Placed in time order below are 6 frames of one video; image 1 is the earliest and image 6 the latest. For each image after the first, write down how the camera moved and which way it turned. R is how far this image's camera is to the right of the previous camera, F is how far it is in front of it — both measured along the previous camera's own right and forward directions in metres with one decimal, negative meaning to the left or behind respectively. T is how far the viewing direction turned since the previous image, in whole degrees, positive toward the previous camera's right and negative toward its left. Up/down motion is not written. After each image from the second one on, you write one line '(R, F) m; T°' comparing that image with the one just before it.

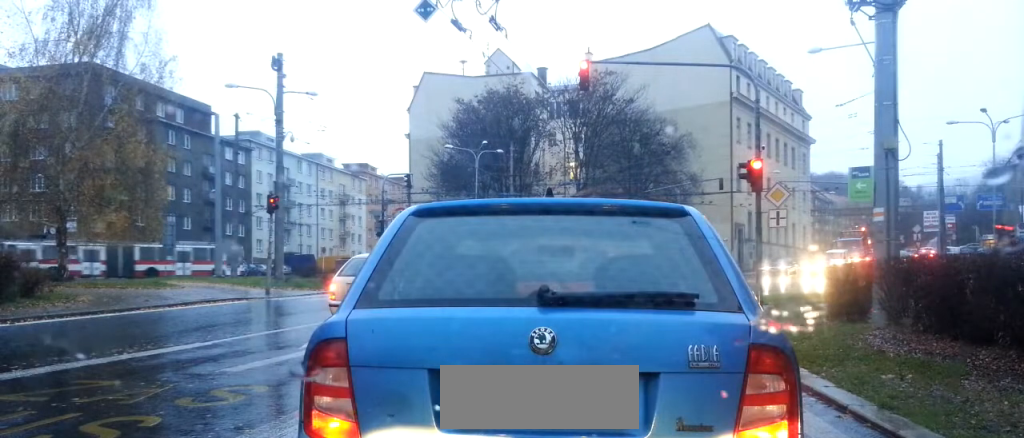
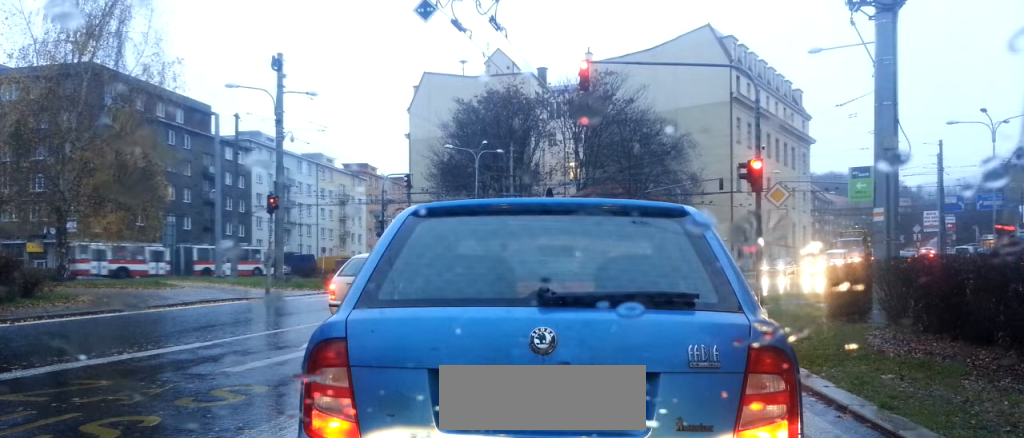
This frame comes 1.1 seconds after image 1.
(0.0, 0.0) m; 0°
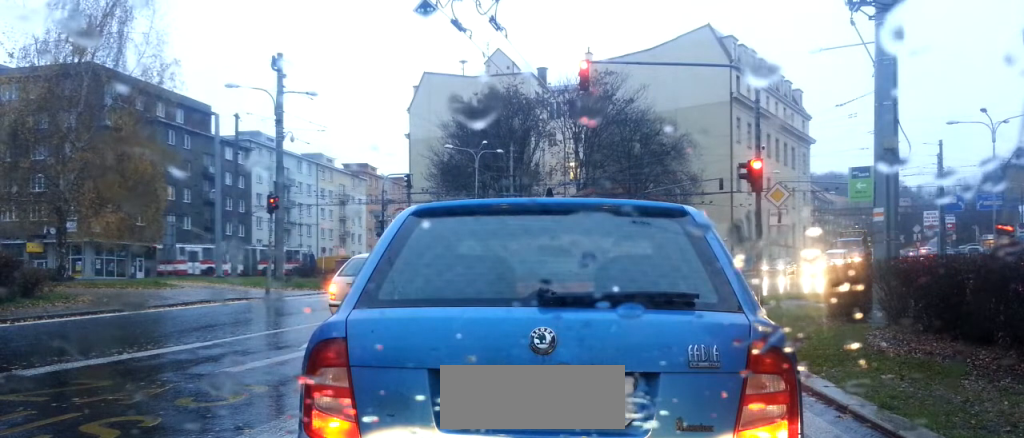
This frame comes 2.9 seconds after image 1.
(0.0, 0.0) m; 0°
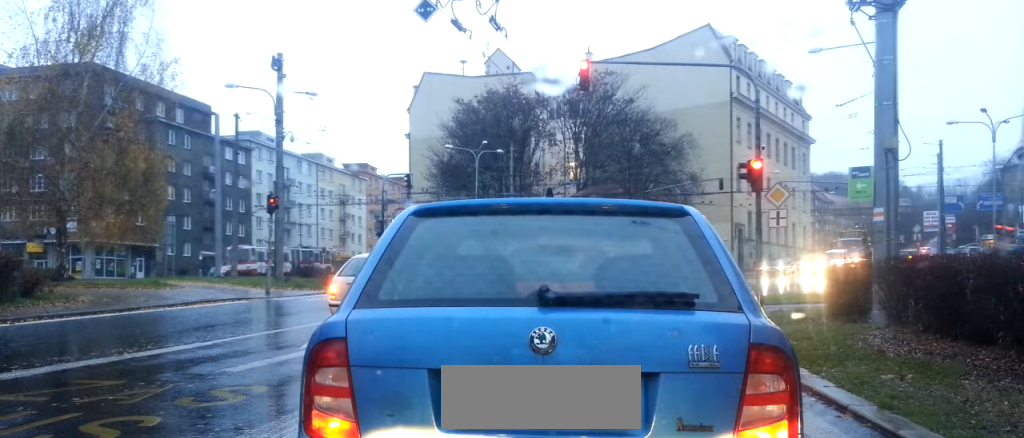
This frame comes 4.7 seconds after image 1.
(0.0, 0.0) m; 0°
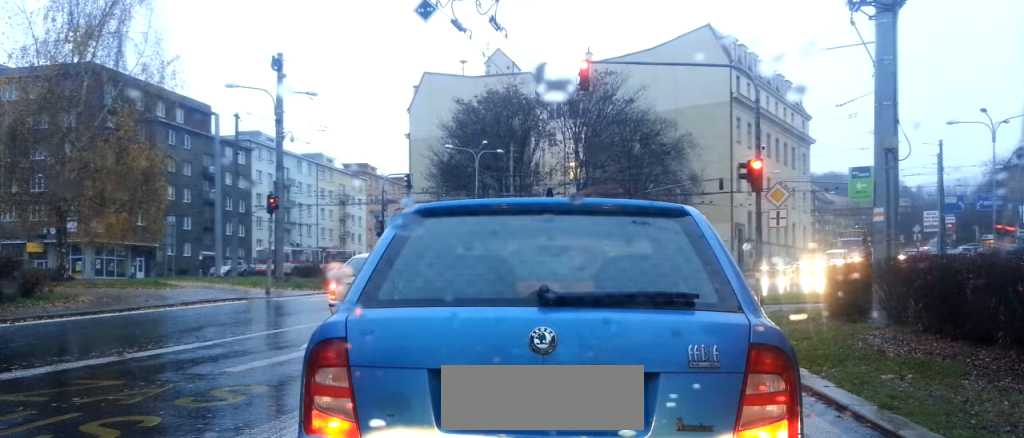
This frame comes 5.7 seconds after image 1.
(0.0, 0.0) m; 0°
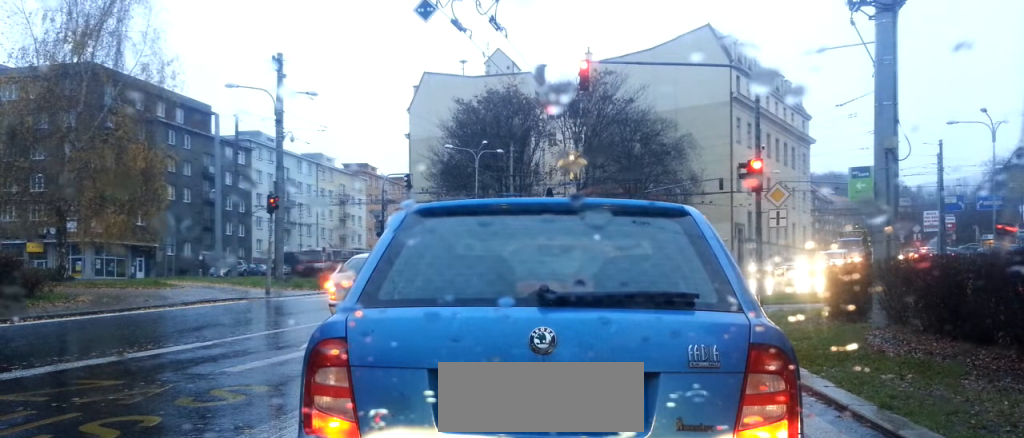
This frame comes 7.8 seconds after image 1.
(0.0, 0.0) m; 0°
